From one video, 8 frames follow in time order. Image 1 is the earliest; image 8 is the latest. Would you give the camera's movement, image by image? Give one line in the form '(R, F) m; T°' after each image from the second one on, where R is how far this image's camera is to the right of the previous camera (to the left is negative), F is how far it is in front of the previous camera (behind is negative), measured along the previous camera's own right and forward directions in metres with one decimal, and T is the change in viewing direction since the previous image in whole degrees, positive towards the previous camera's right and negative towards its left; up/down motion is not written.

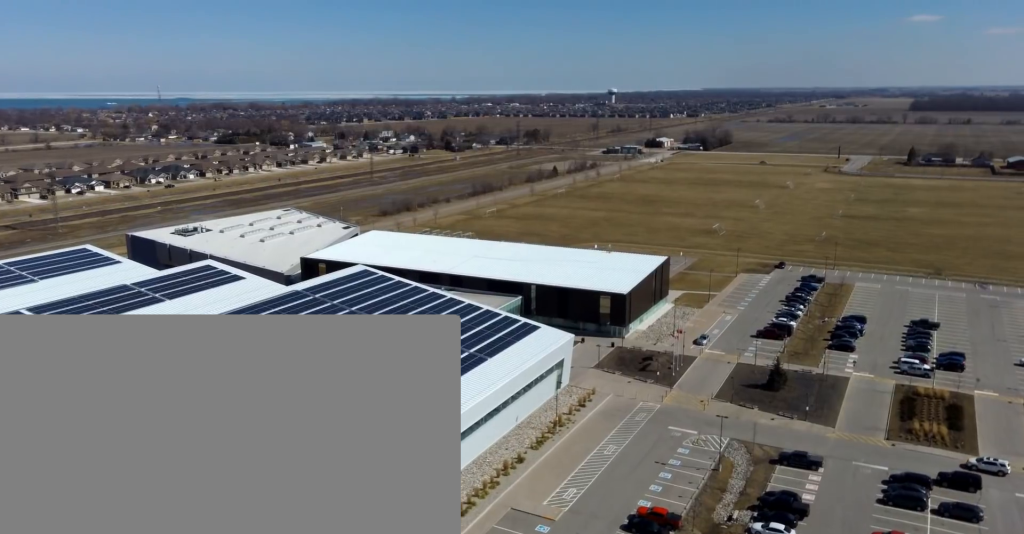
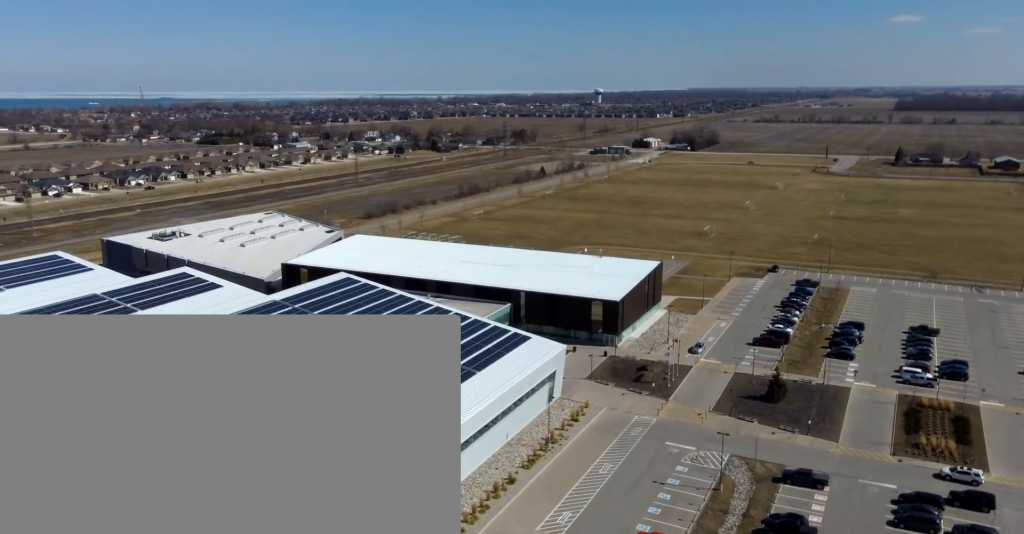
(0.0, +5.4) m; 0°
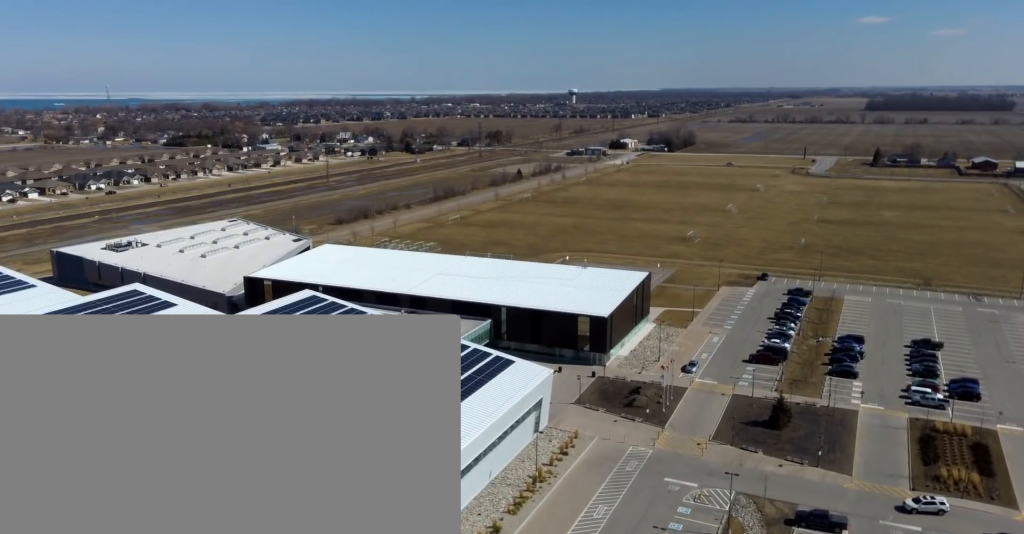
(0.0, +10.3) m; 0°
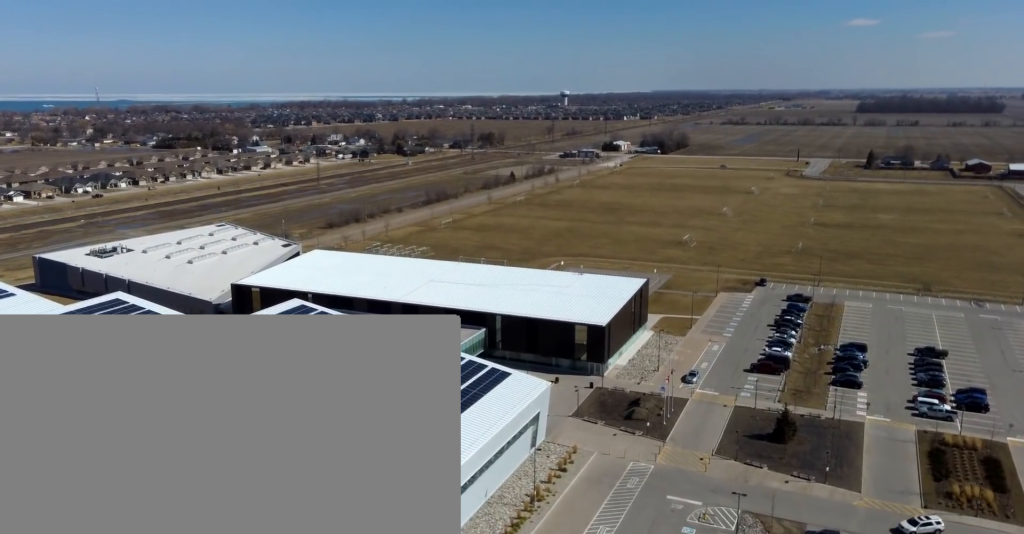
(0.0, +4.1) m; 0°
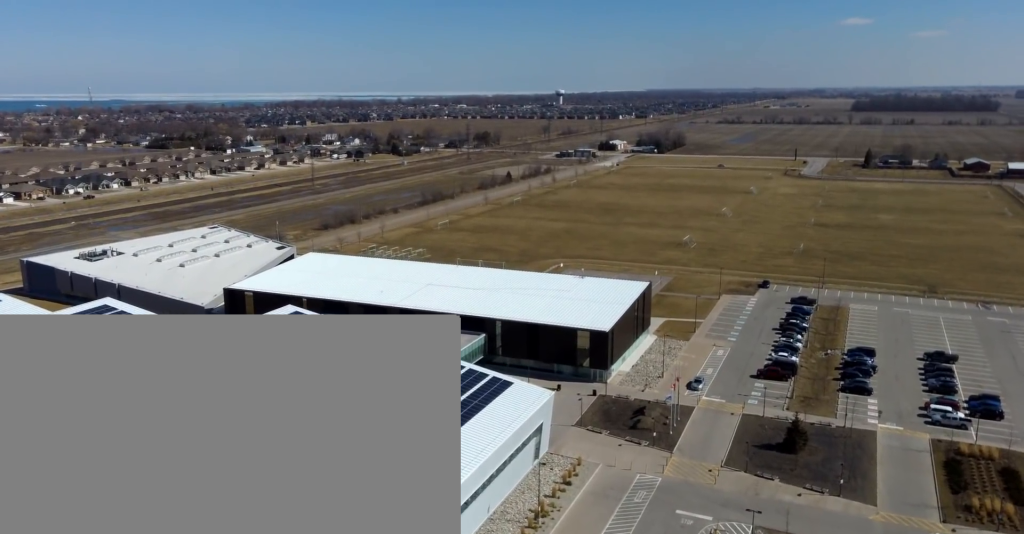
(0.0, +4.6) m; 0°
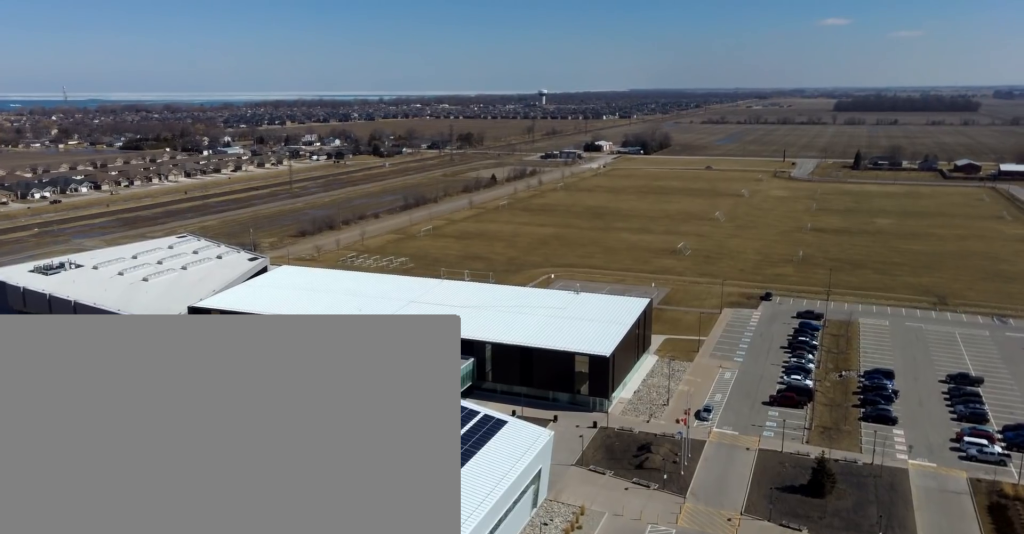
(+0.1, +13.8) m; 0°
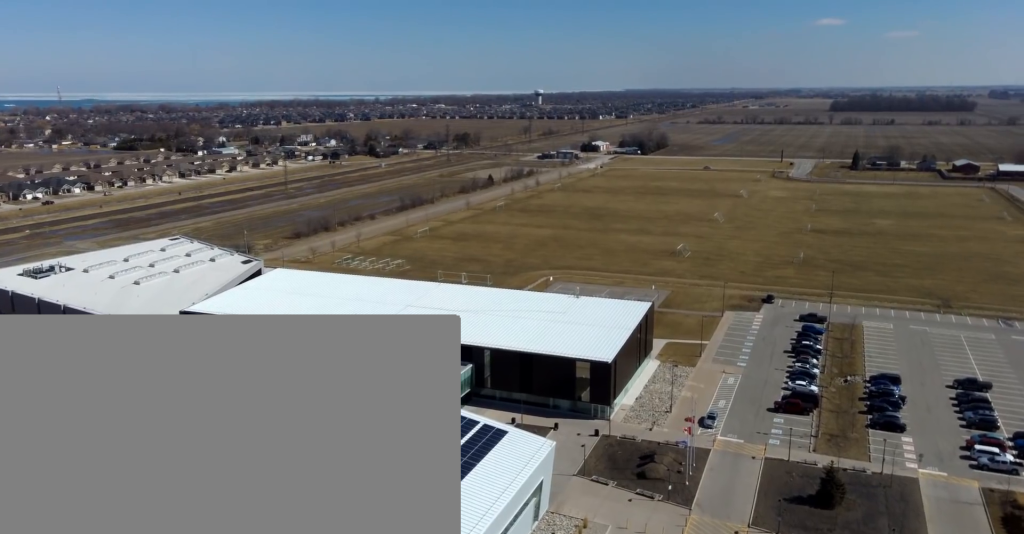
(0.0, +3.4) m; -1°
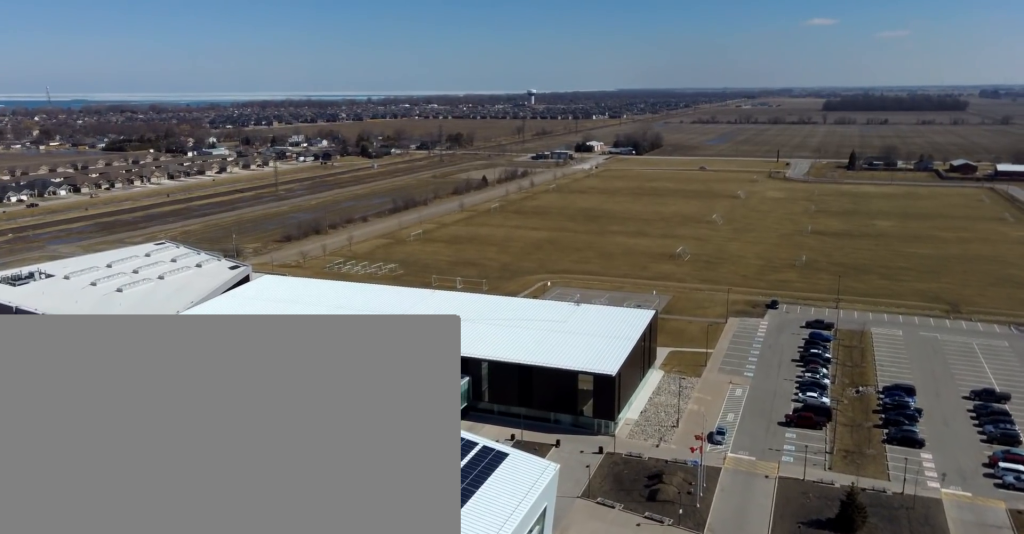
(0.0, +6.7) m; -4°
